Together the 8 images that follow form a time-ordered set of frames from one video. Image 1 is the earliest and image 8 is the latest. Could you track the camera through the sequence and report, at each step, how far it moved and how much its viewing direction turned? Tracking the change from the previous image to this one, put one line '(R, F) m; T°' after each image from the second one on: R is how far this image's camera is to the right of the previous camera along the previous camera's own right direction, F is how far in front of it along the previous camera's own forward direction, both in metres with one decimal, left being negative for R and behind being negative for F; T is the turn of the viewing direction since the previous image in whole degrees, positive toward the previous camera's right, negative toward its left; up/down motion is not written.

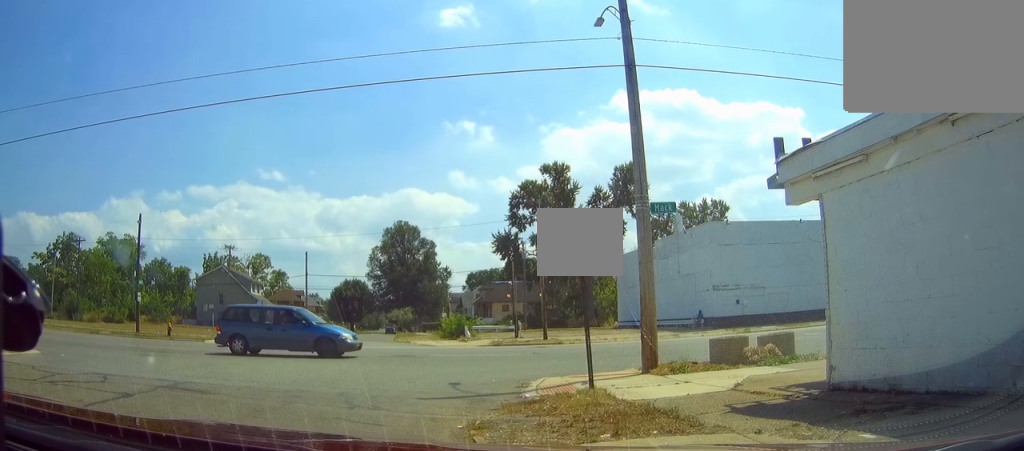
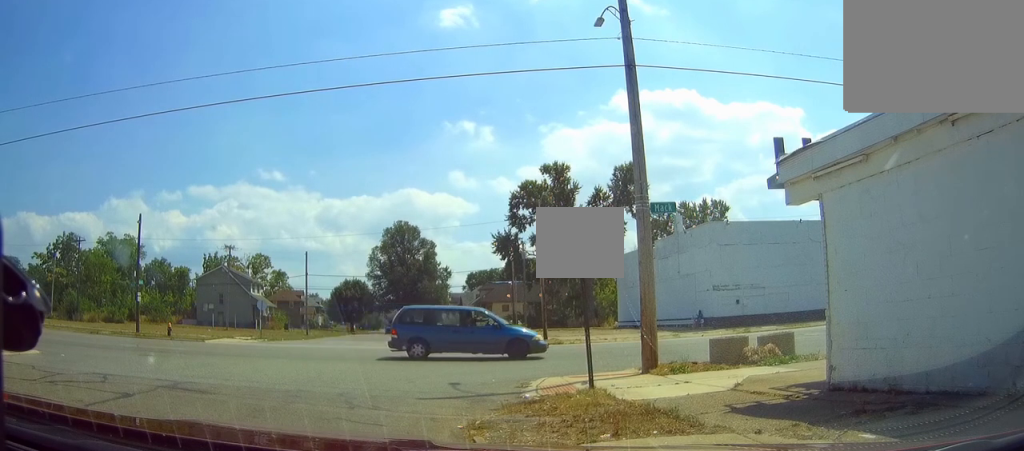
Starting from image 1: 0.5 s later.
(0.0, 0.0) m; 0°
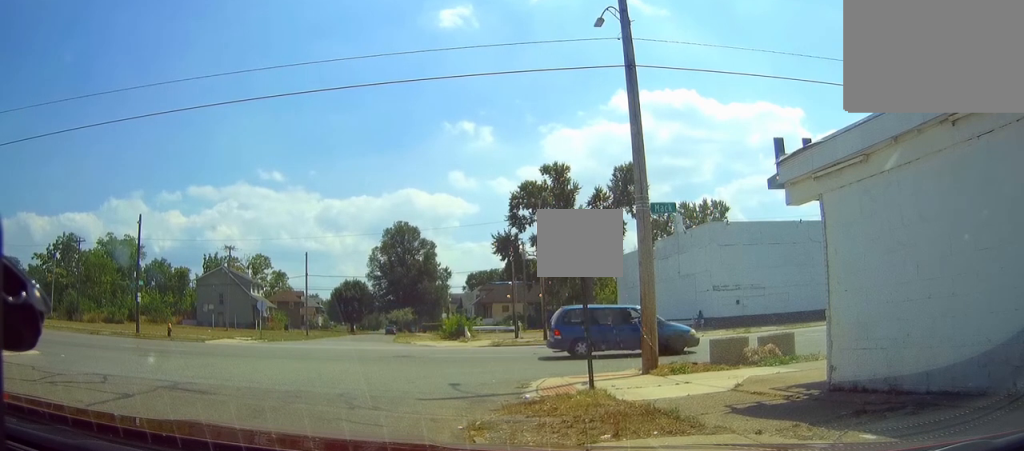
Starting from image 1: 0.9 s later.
(0.0, 0.0) m; 0°
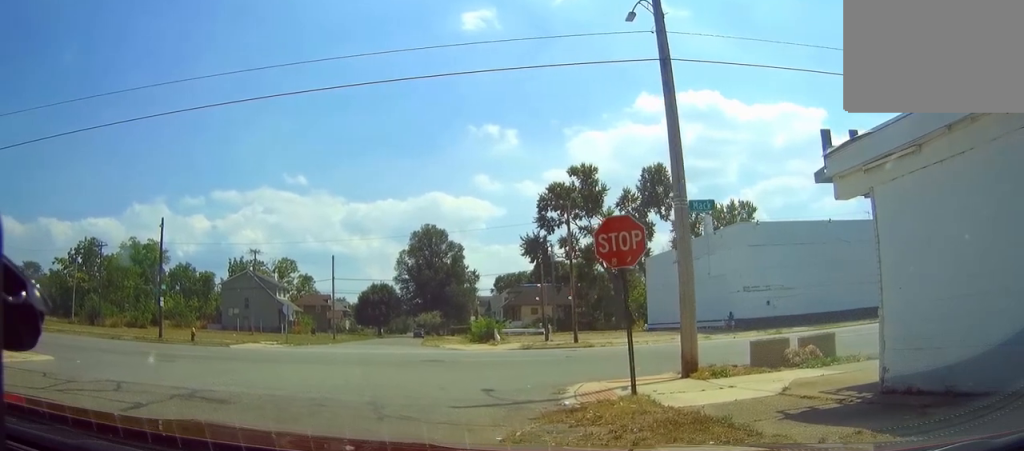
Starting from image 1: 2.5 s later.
(-0.1, +0.1) m; 0°
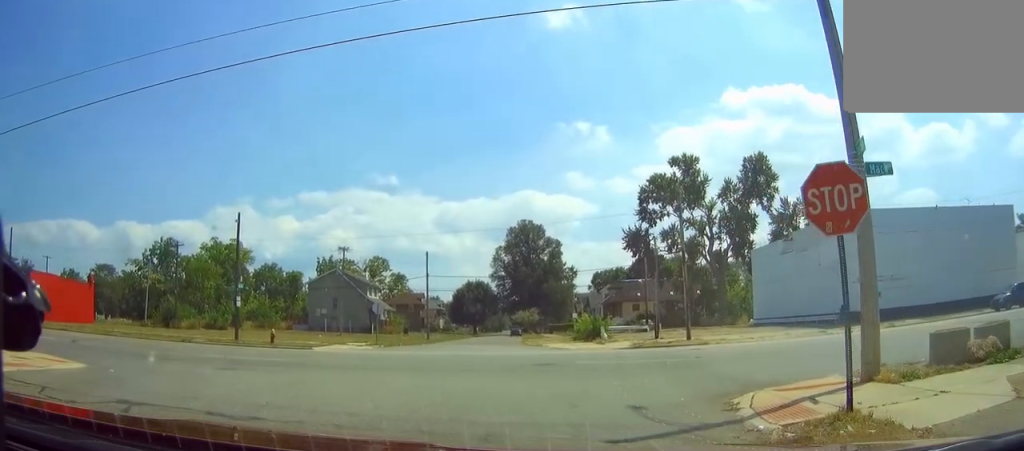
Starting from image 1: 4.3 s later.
(-0.5, +0.4) m; 0°
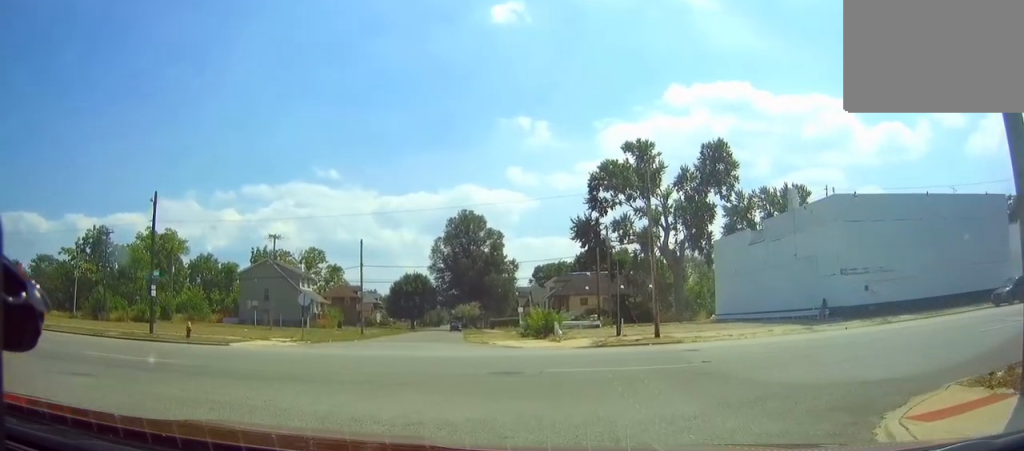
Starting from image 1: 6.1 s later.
(-0.9, +1.1) m; 0°
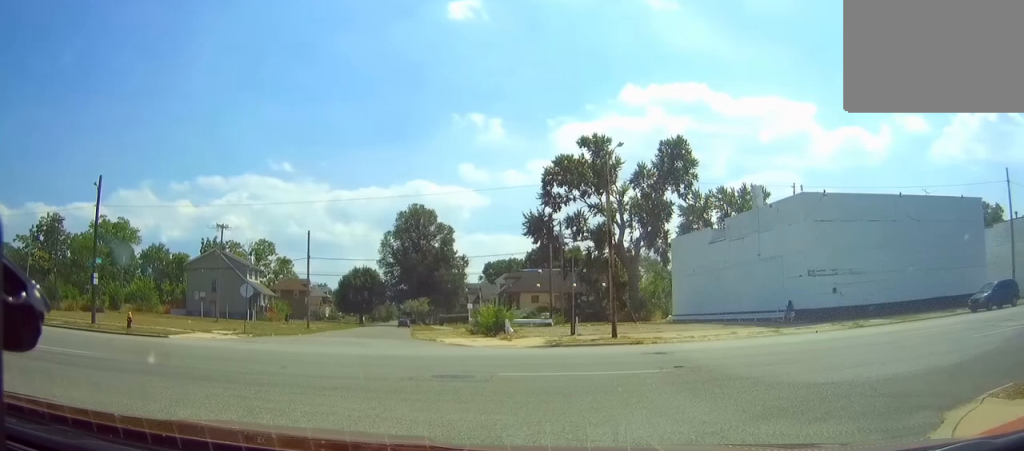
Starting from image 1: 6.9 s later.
(+0.1, +1.4) m; +5°
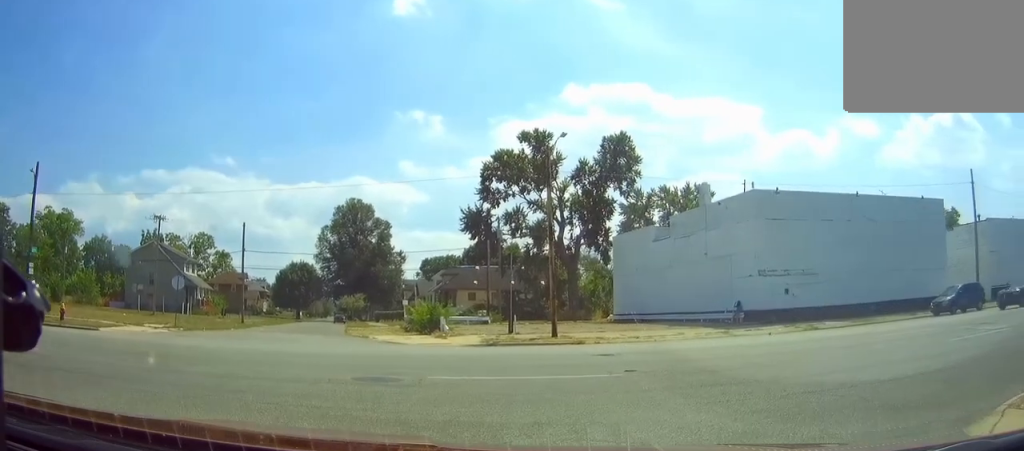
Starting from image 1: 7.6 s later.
(+0.1, +1.6) m; +6°
